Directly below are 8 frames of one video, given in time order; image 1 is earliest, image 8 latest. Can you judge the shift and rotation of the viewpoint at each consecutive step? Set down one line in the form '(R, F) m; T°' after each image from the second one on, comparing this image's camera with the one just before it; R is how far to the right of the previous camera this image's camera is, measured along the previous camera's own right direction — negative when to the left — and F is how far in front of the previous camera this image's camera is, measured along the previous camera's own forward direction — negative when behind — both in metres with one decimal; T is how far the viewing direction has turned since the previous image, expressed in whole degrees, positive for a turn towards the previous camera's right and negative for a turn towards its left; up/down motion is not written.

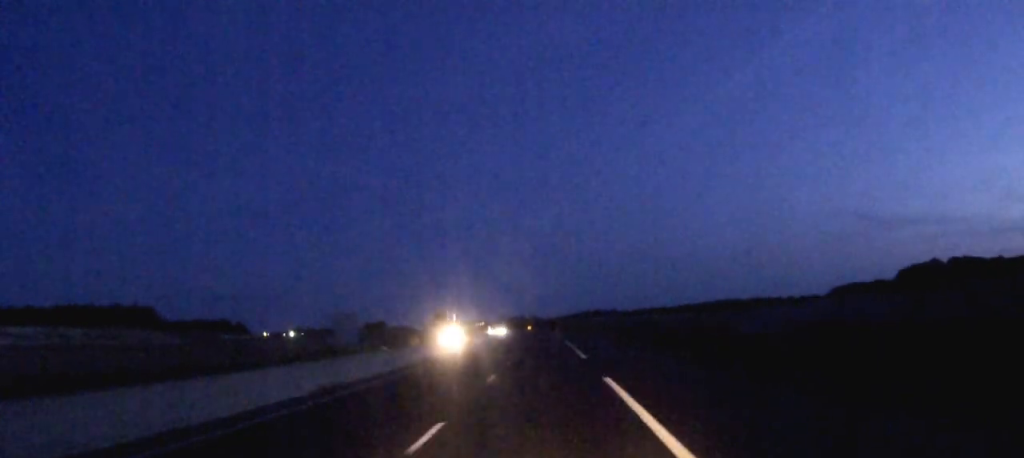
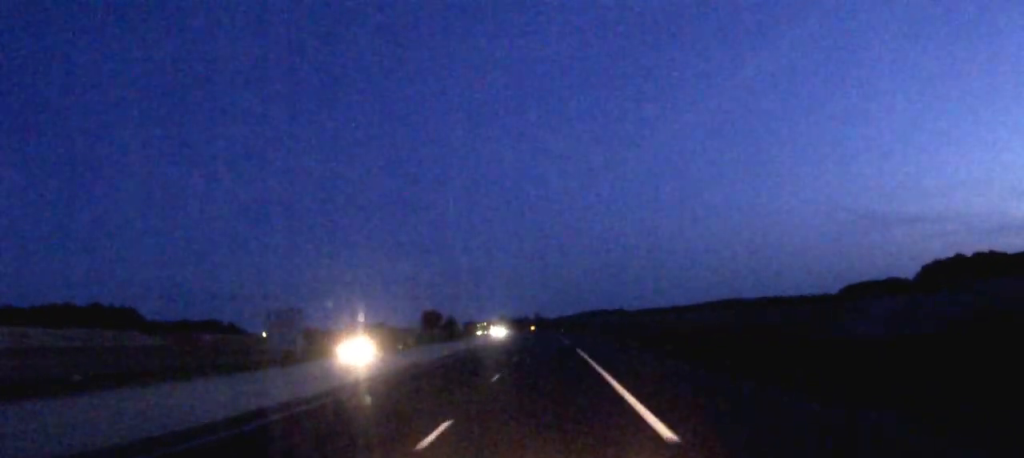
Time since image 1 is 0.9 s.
(-0.1, +25.6) m; 0°
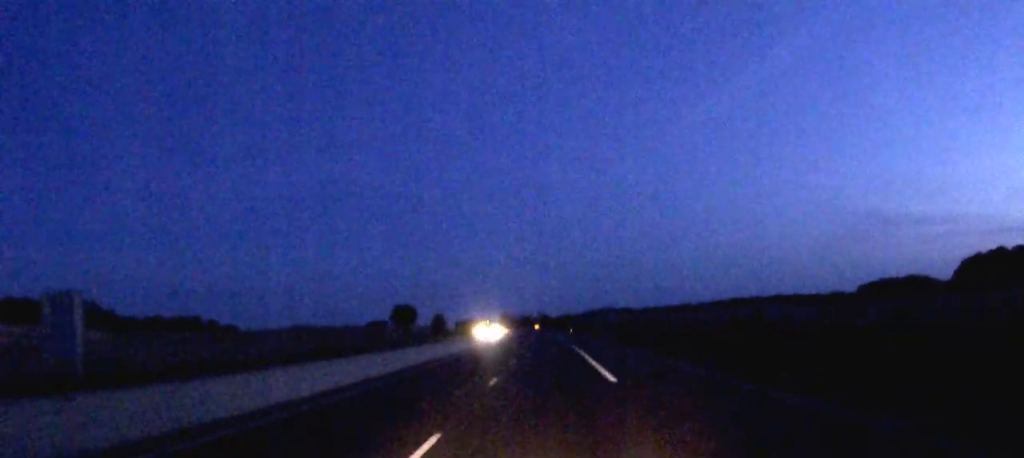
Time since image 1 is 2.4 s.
(-0.2, +41.3) m; -1°
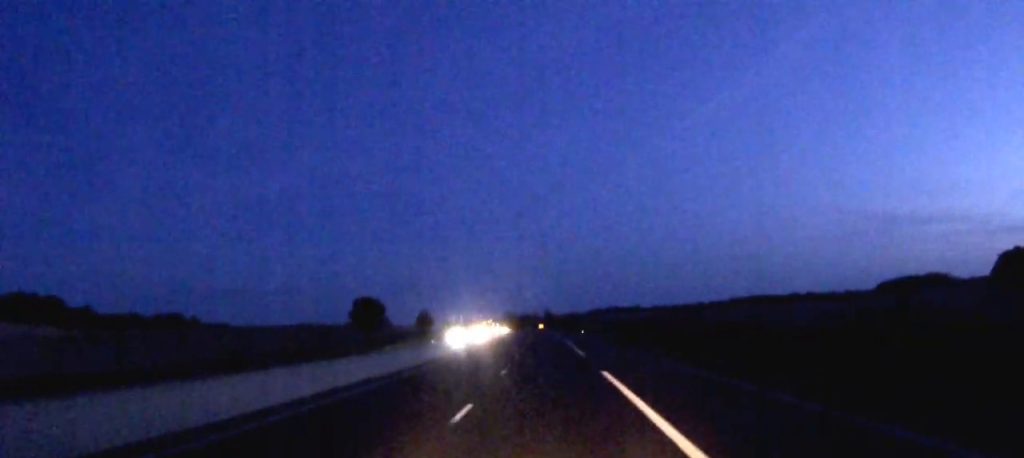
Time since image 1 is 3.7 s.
(-0.2, +33.6) m; -1°
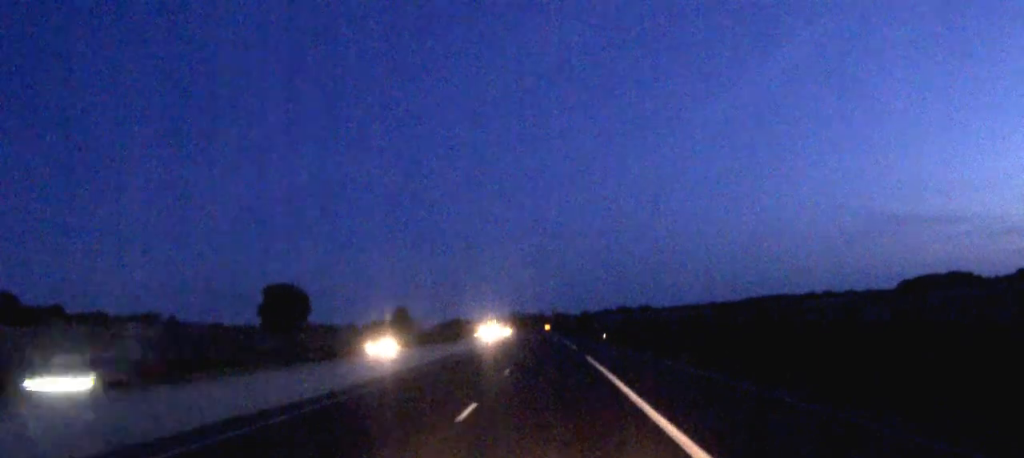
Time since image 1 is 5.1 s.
(-0.2, +38.3) m; 0°
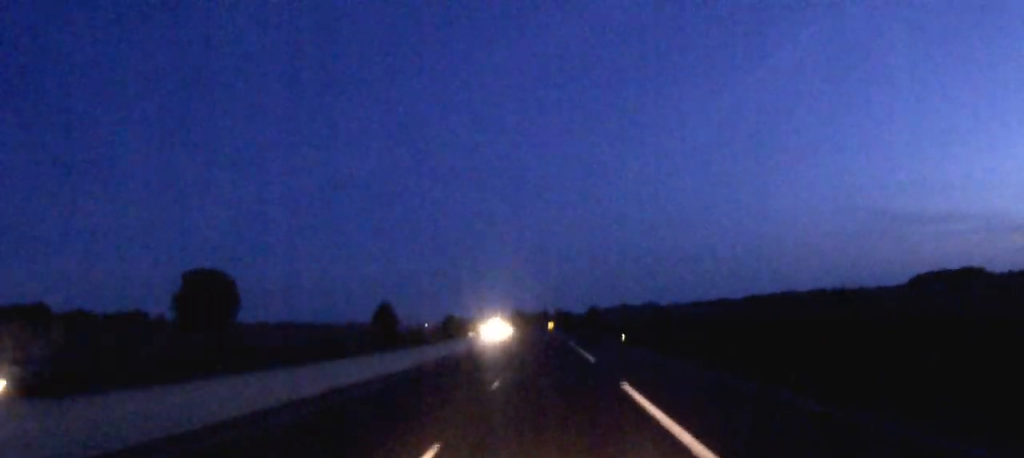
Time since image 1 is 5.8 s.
(0.0, +19.3) m; 0°
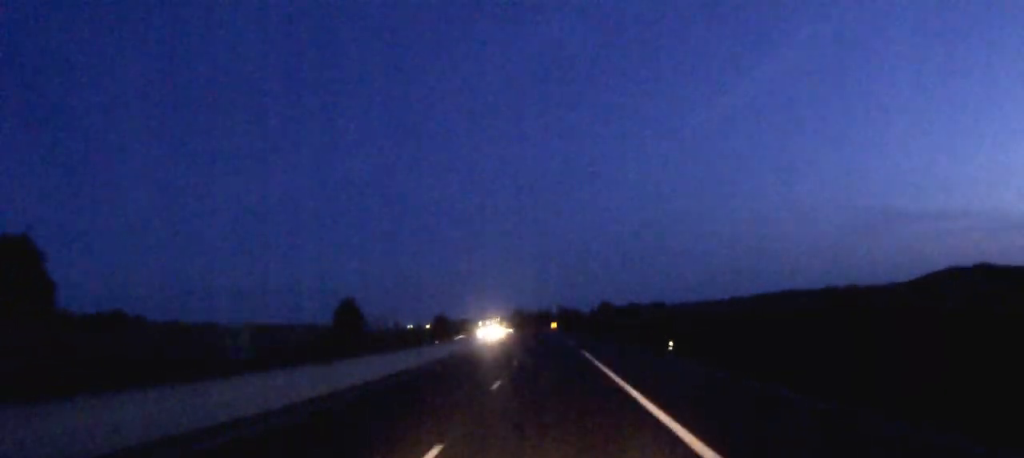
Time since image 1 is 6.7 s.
(-0.1, +25.9) m; 0°
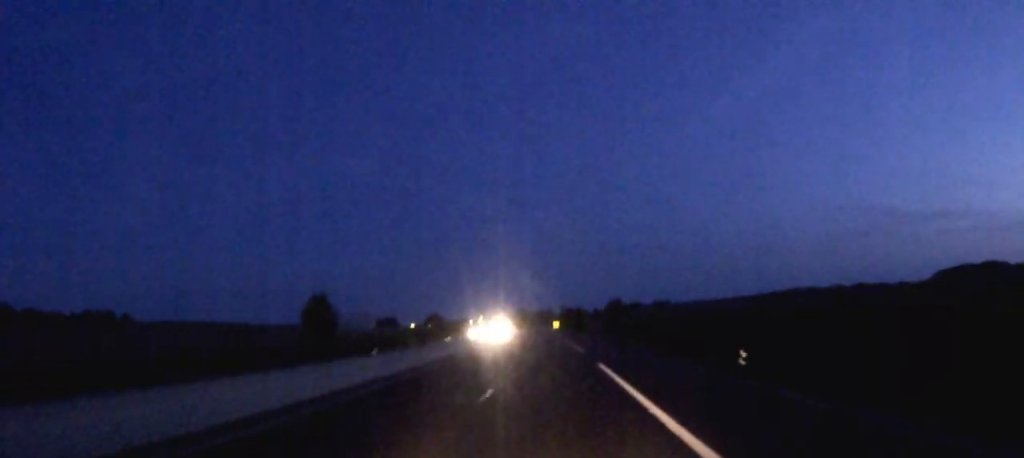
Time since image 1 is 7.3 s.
(0.0, +15.8) m; 0°
